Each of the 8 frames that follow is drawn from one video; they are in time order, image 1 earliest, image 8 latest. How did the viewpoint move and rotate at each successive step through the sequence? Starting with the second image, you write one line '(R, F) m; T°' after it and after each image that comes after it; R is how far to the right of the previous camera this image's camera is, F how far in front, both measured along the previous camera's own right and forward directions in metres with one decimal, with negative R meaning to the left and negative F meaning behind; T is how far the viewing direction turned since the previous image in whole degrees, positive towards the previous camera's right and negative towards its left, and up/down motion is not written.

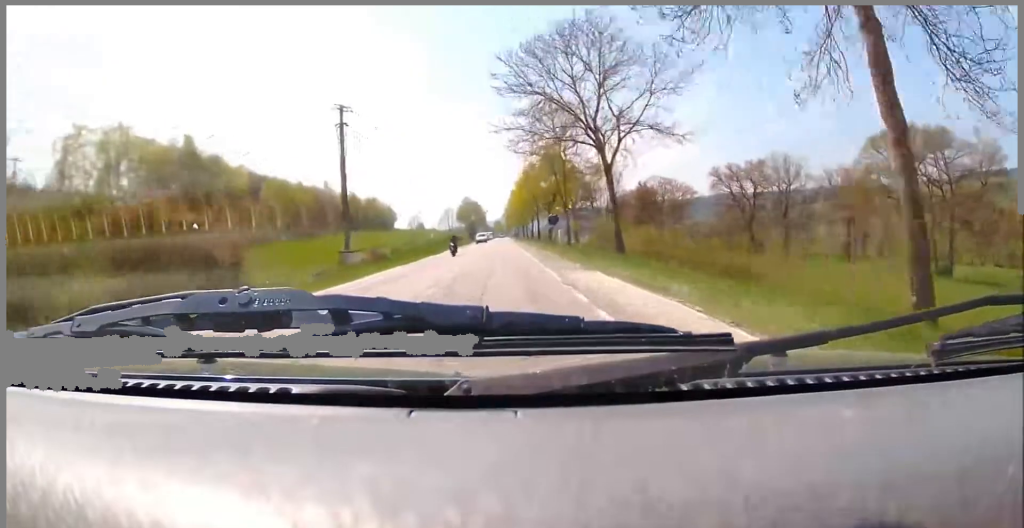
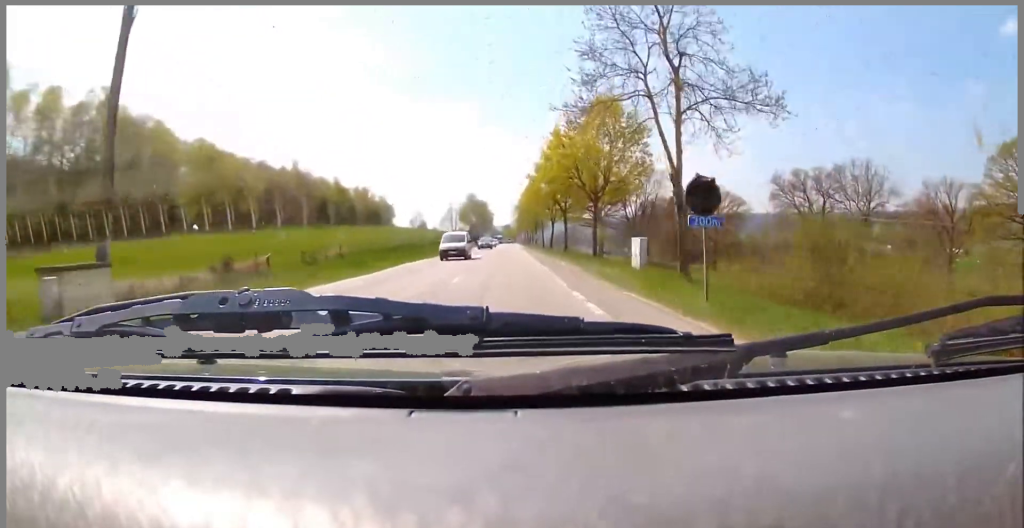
(-0.3, +30.6) m; -1°
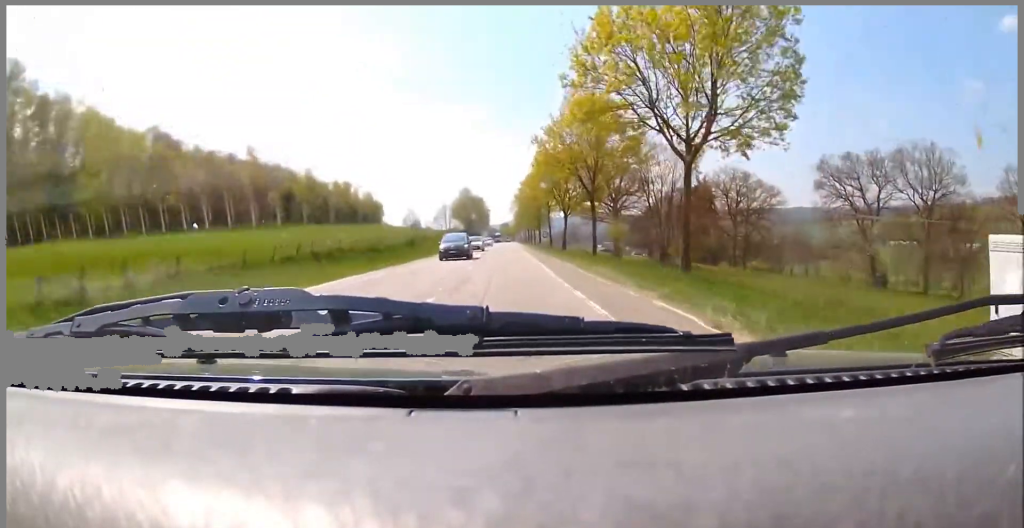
(-0.1, +21.4) m; -1°
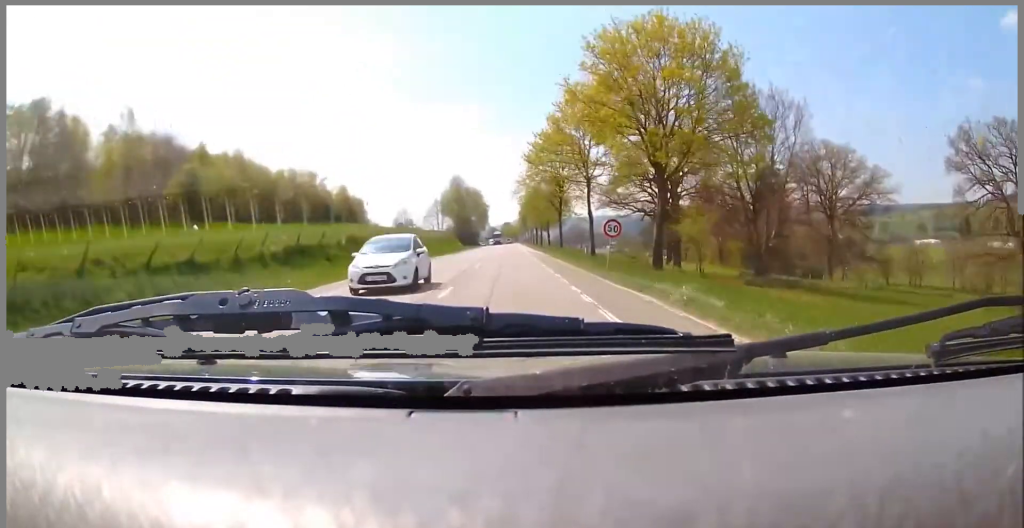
(-0.8, +39.0) m; -1°
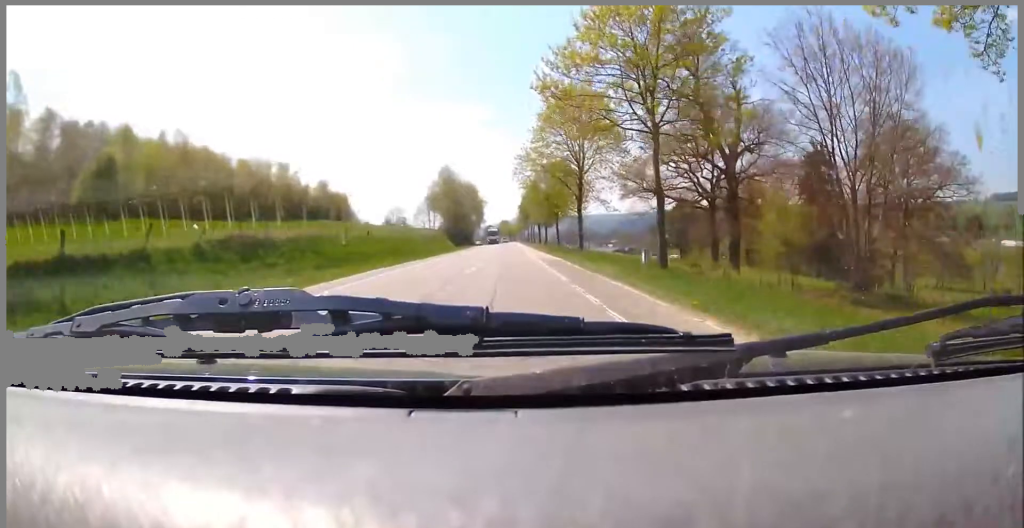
(+0.1, +19.7) m; +1°
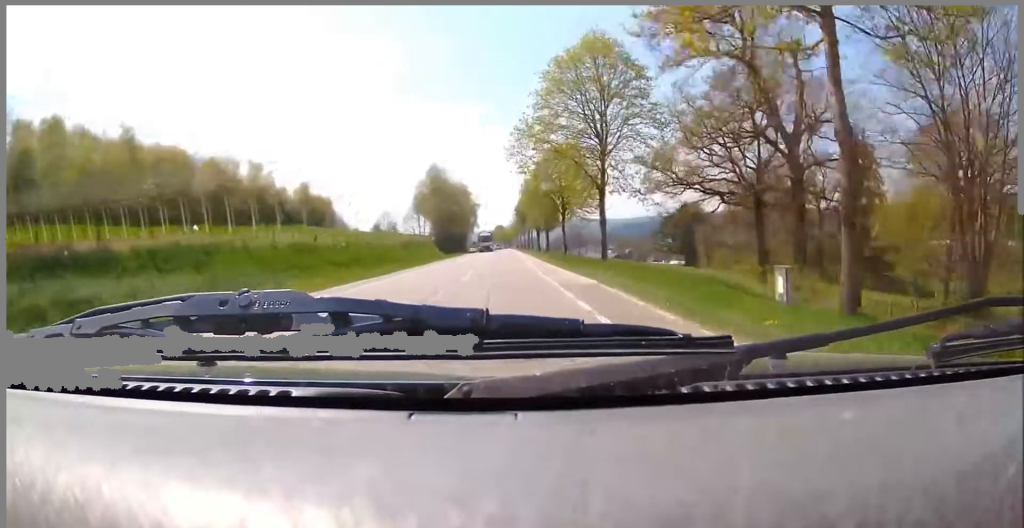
(+0.3, +13.3) m; +1°
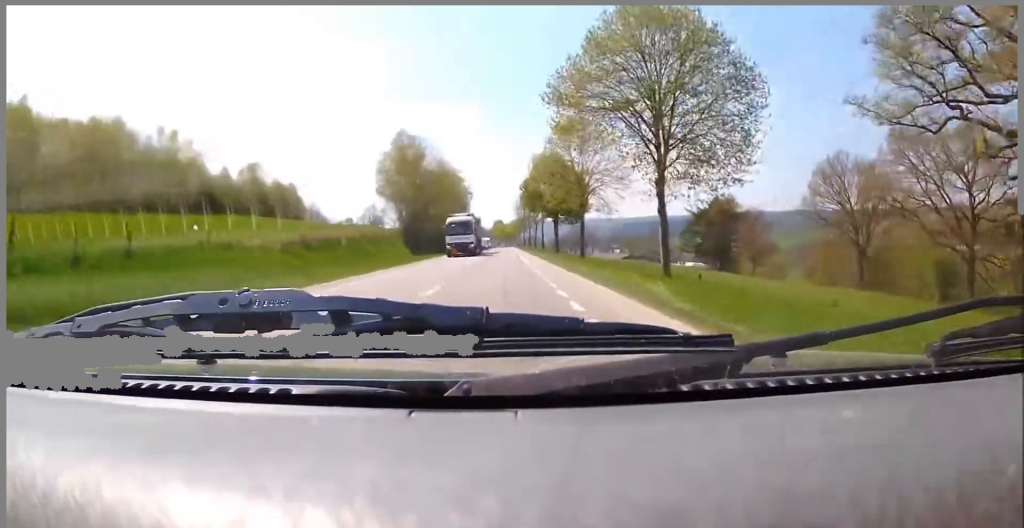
(+0.1, +33.7) m; 0°
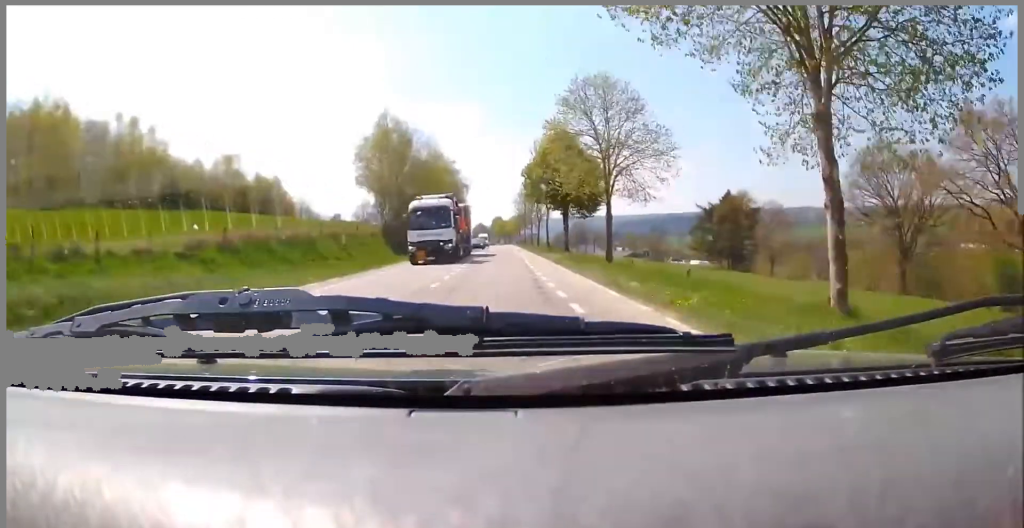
(+0.1, +10.5) m; 0°
